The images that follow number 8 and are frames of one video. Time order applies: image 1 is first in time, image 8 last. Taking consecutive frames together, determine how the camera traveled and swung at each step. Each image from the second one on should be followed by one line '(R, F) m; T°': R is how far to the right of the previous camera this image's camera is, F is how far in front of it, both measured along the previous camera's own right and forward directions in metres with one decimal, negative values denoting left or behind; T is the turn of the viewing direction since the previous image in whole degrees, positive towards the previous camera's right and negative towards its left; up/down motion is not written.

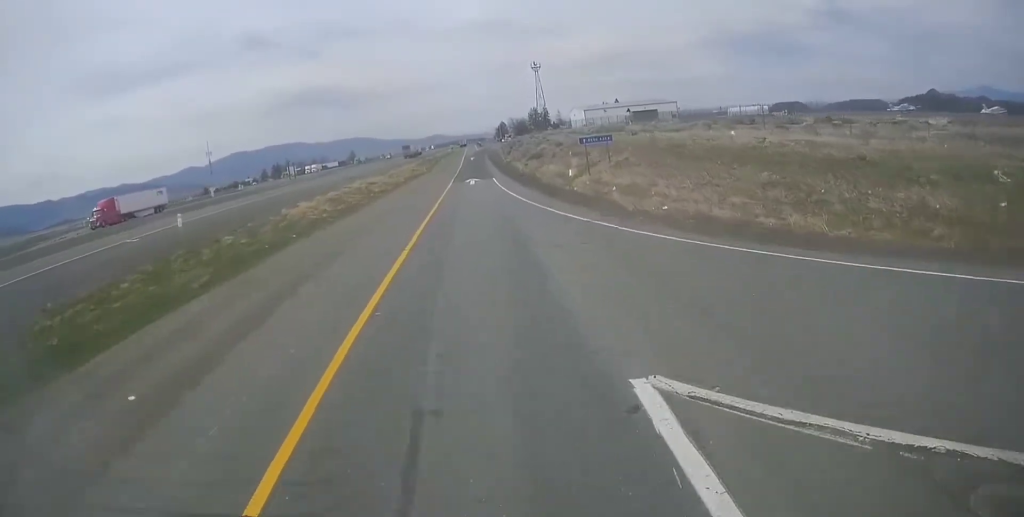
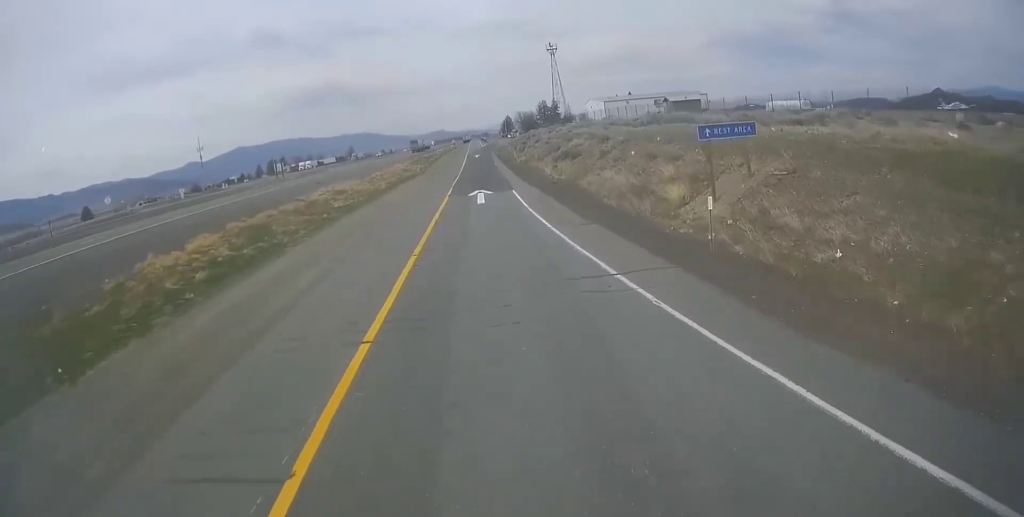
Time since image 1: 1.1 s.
(-0.2, +18.5) m; +2°
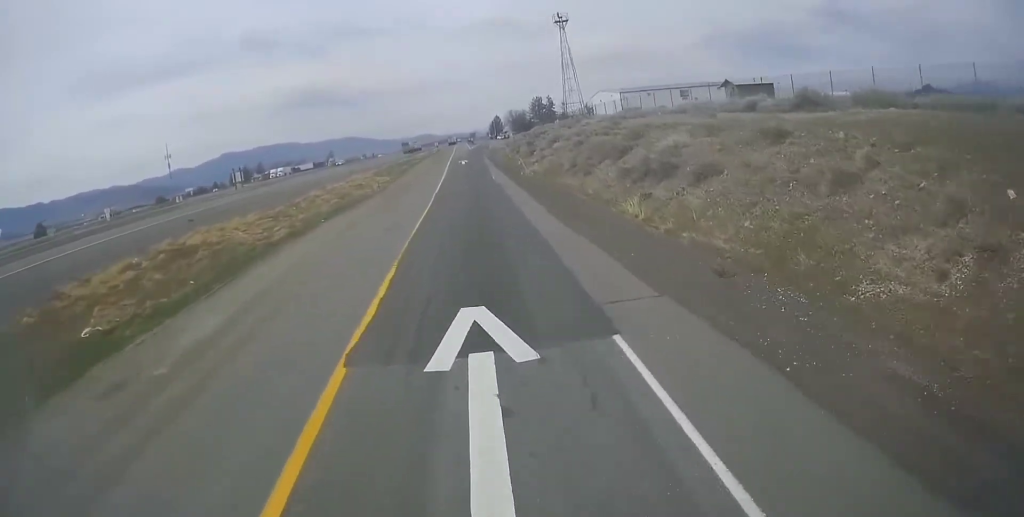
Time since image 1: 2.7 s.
(+0.8, +26.3) m; 0°
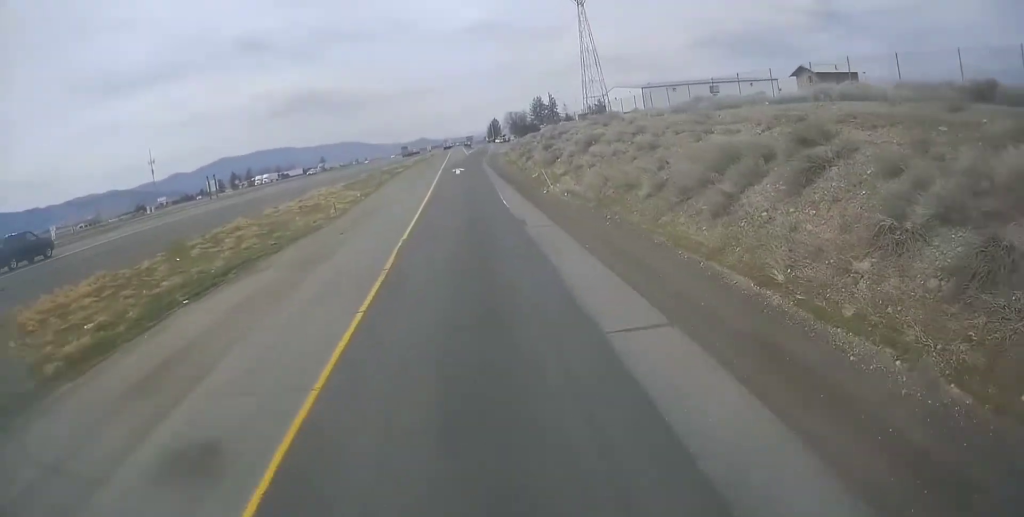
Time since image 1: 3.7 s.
(-0.3, +15.4) m; 0°
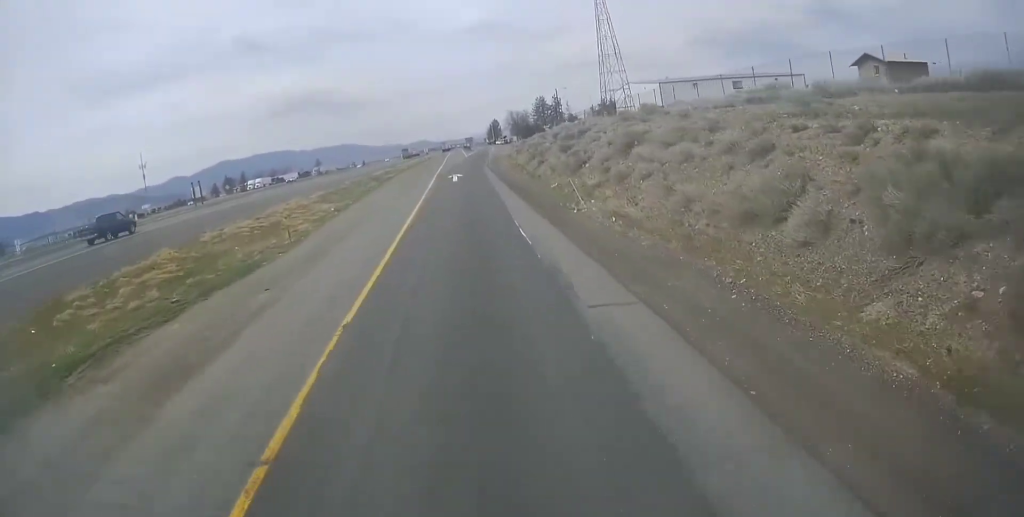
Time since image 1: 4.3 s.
(-0.1, +9.4) m; +1°
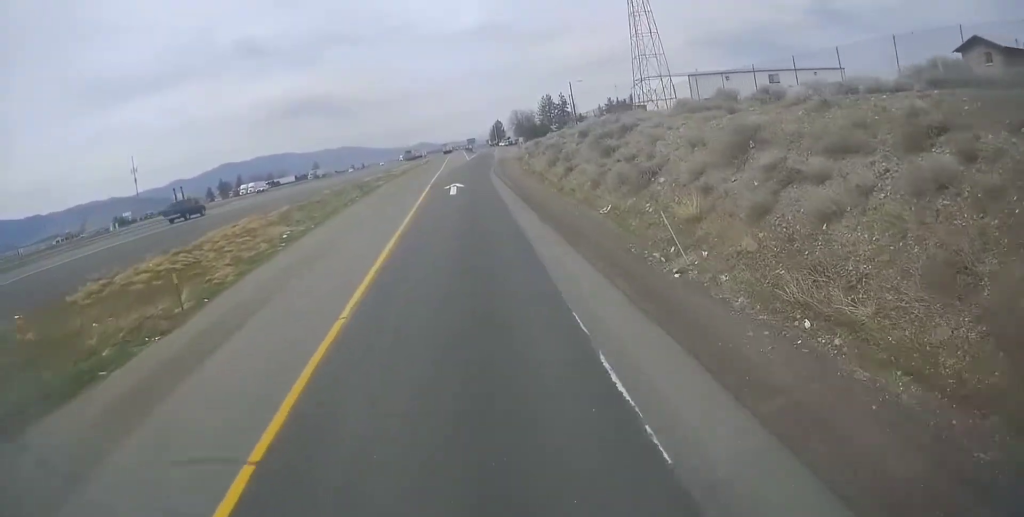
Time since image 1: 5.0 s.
(+0.4, +10.7) m; +1°
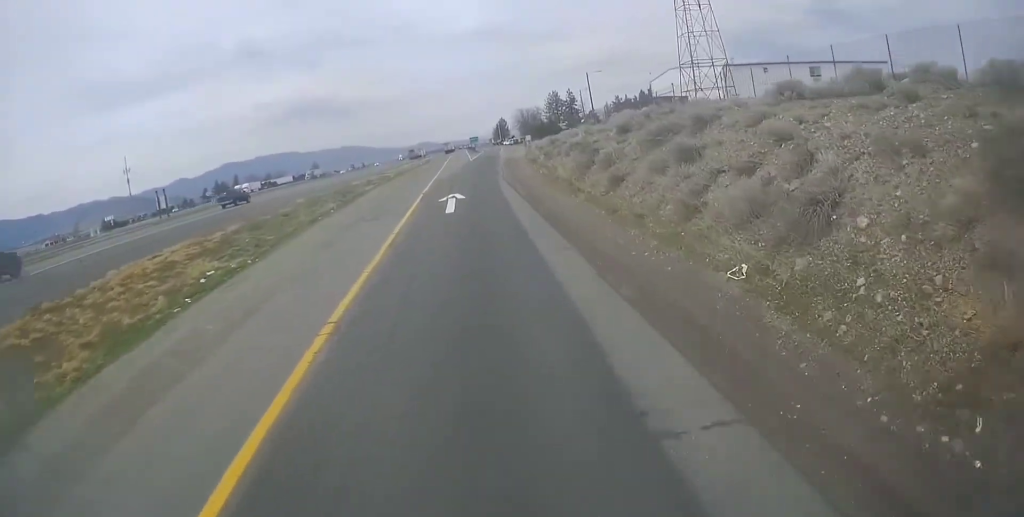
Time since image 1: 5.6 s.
(0.0, +9.6) m; 0°
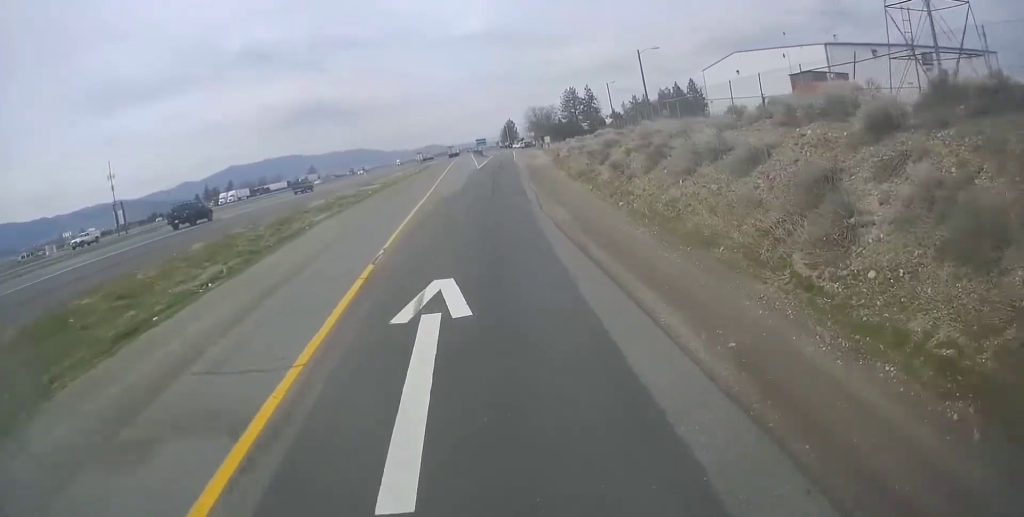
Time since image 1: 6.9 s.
(-0.2, +19.5) m; 0°
